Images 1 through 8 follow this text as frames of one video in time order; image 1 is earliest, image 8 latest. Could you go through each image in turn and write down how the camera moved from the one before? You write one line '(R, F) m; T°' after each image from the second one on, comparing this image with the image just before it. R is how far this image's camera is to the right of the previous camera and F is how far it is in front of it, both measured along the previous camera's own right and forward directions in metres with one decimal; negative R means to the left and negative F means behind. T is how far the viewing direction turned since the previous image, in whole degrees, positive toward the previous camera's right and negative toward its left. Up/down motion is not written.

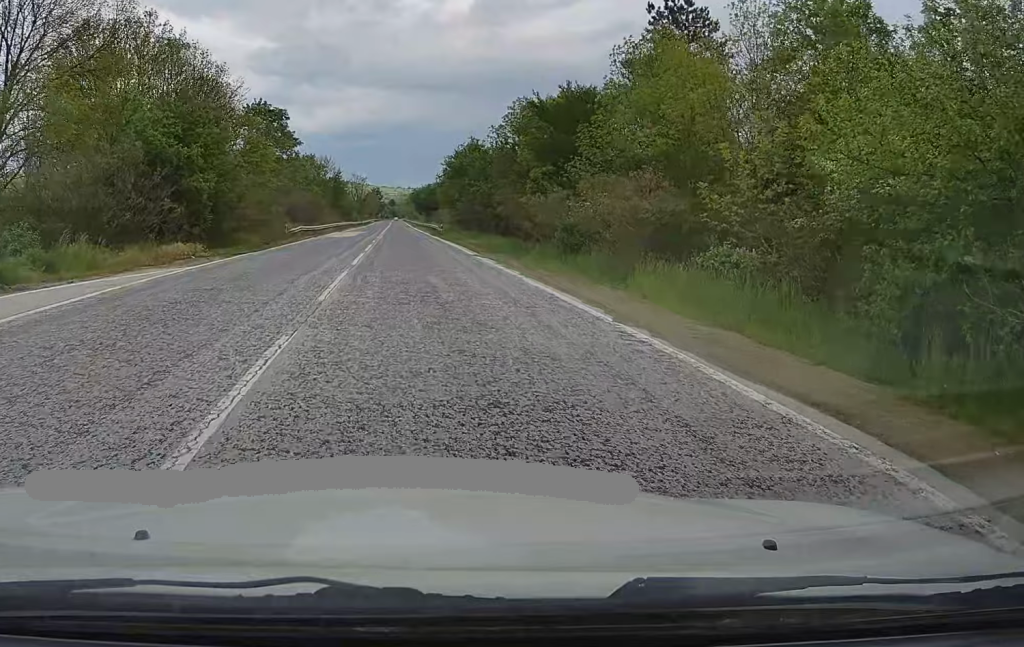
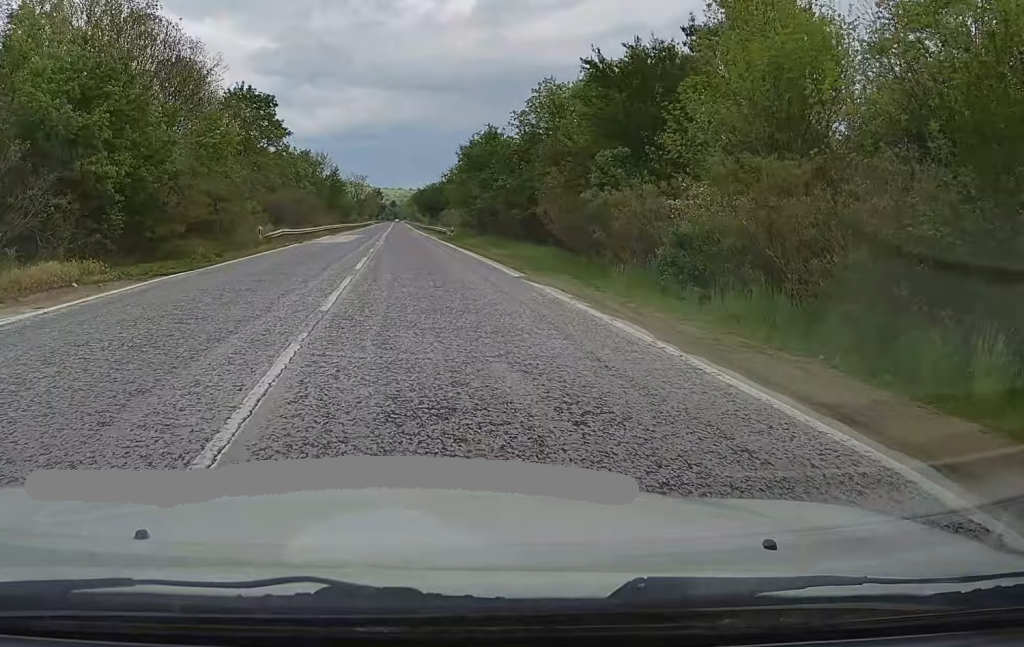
(-0.4, +10.1) m; 0°
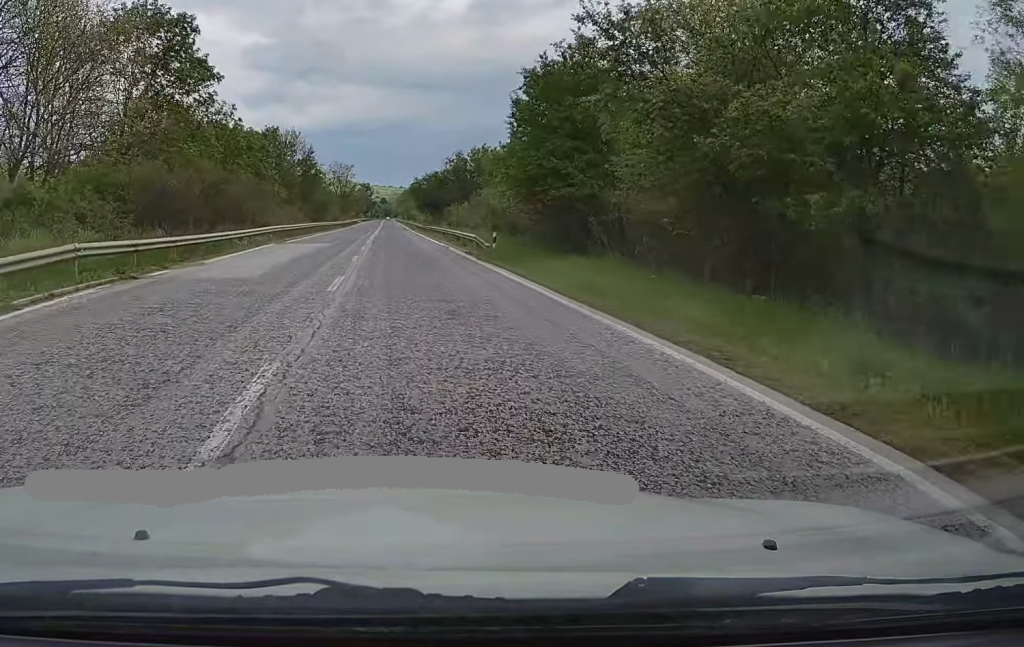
(+0.5, +27.9) m; +1°
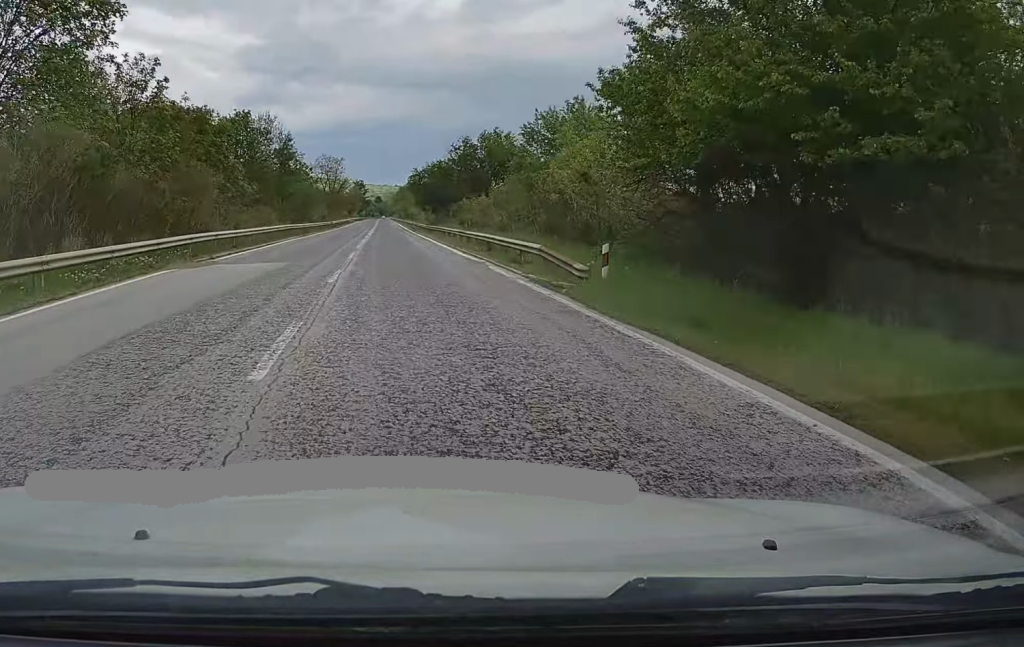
(-0.2, +16.5) m; 0°
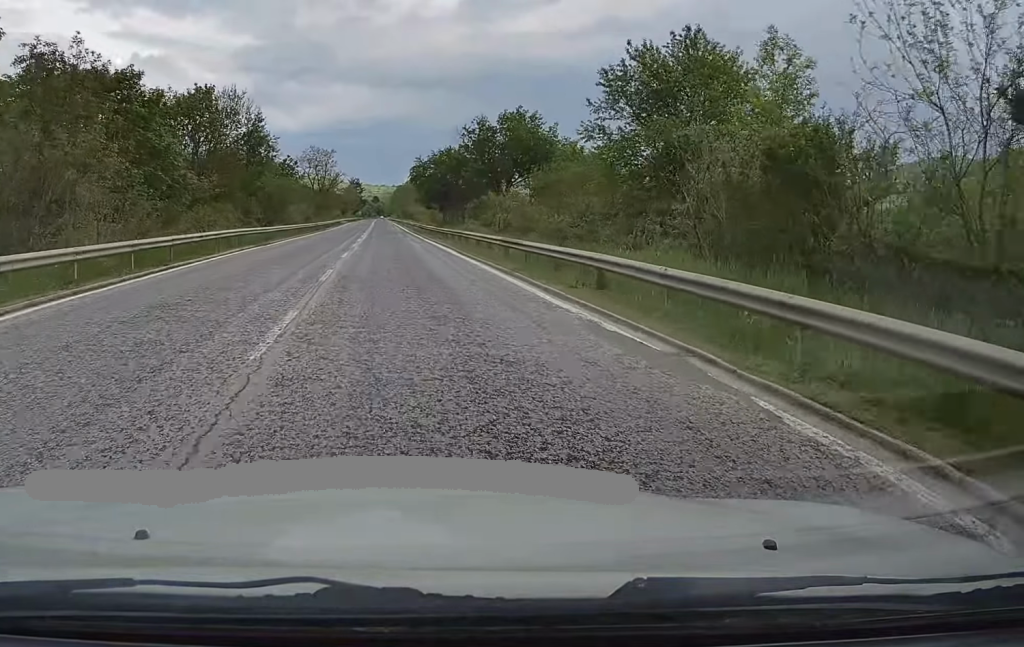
(+0.3, +17.1) m; +1°
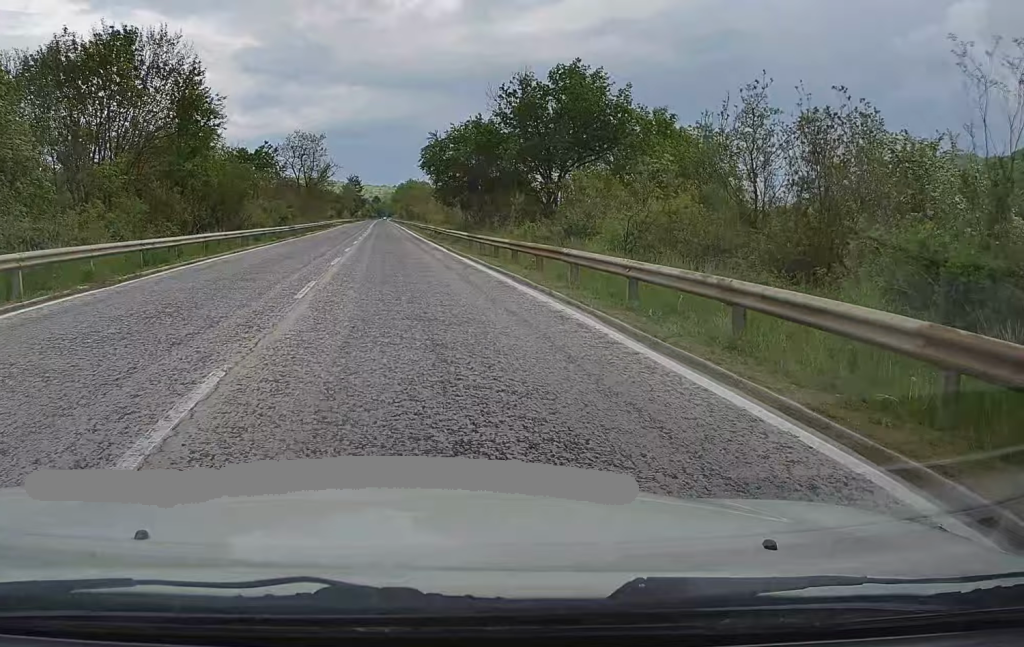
(-0.1, +21.4) m; +1°
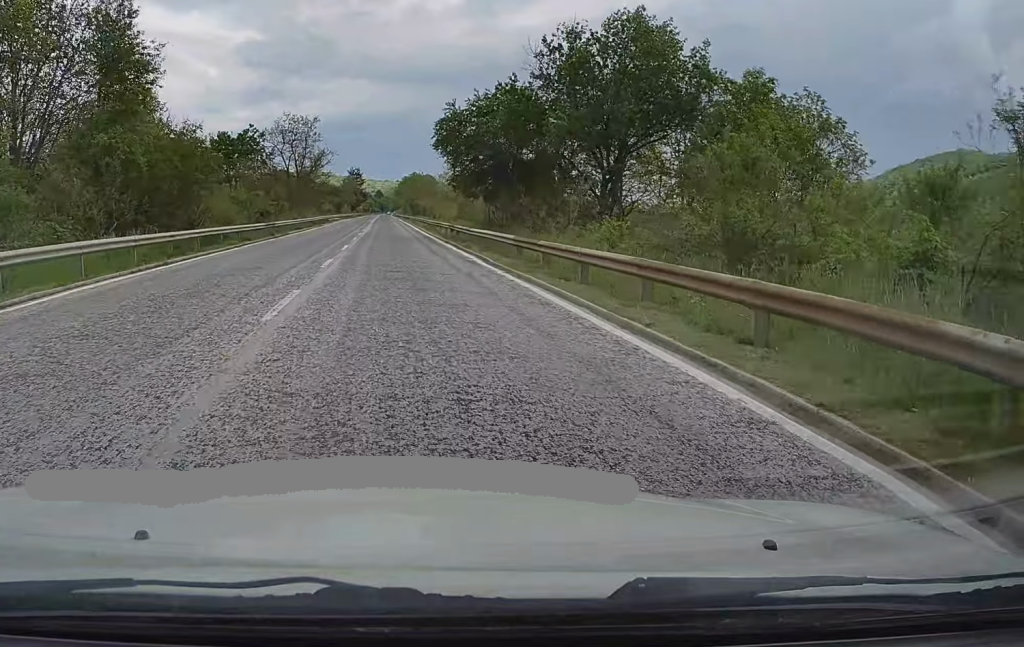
(+0.2, +12.0) m; +1°
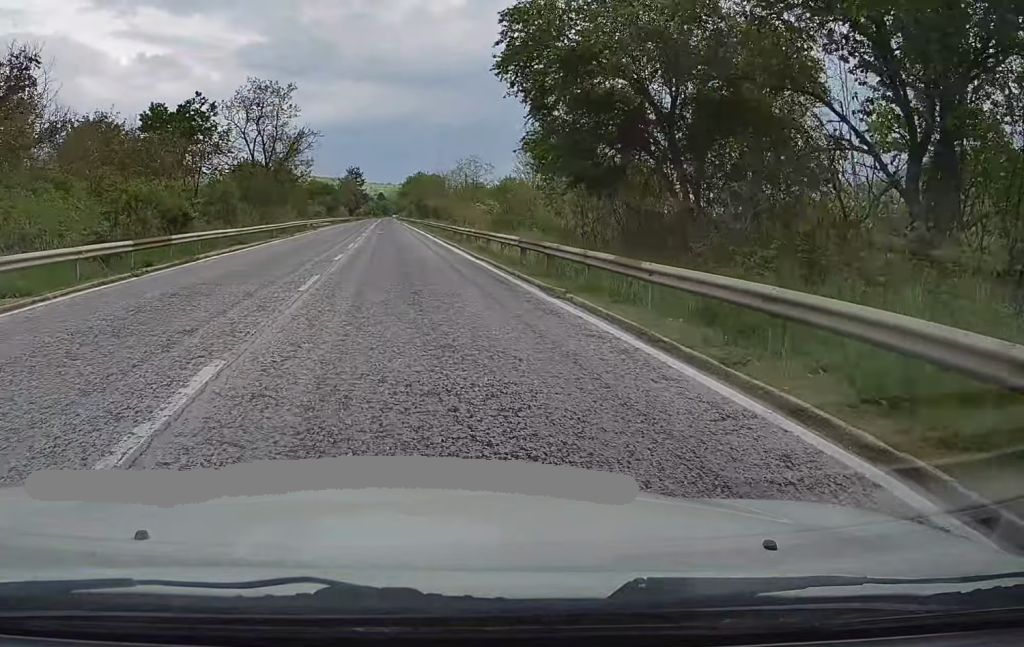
(0.0, +23.1) m; -1°
